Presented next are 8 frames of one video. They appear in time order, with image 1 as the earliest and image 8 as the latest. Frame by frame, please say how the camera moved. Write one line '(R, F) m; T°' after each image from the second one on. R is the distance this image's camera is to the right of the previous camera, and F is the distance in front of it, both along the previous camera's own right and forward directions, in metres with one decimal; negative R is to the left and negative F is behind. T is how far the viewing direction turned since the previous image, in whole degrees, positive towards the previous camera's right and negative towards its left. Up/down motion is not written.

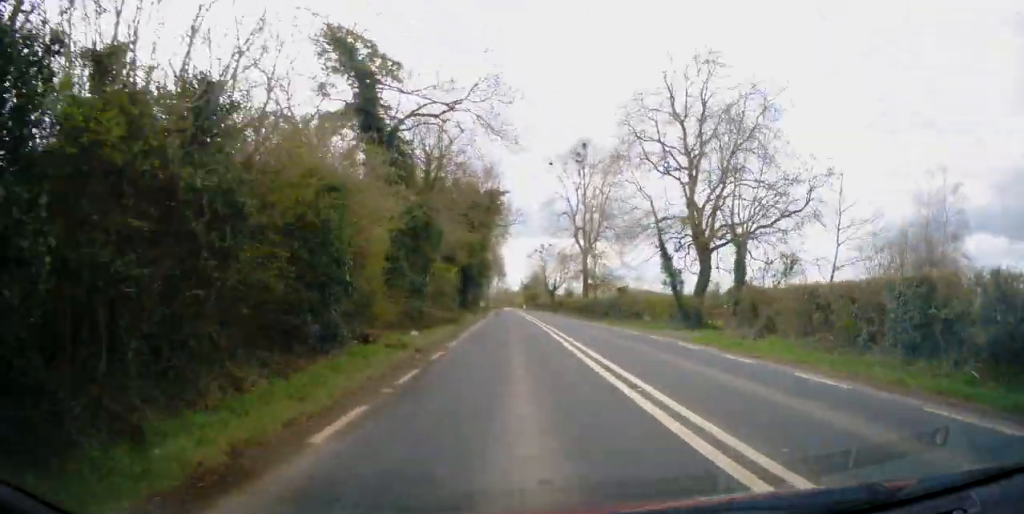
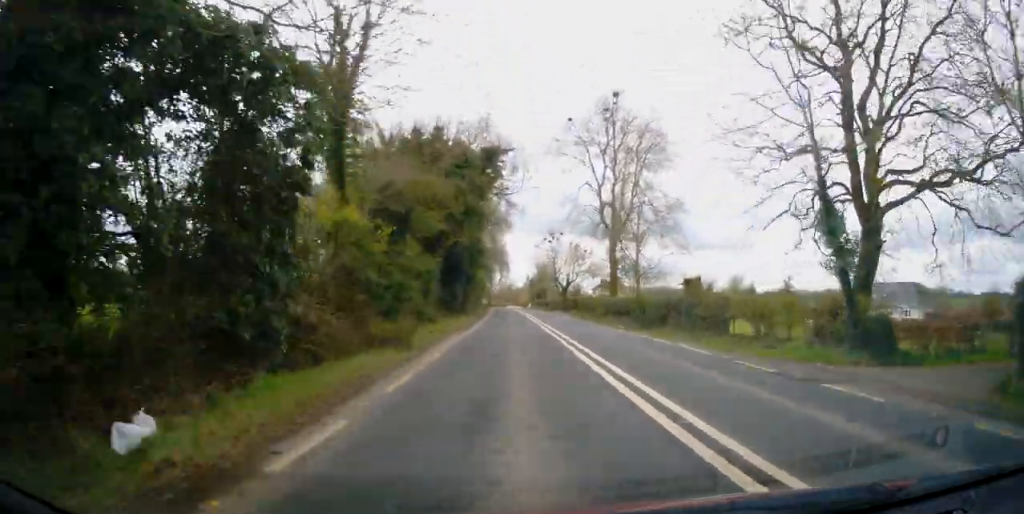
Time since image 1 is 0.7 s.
(-0.1, +17.4) m; 0°
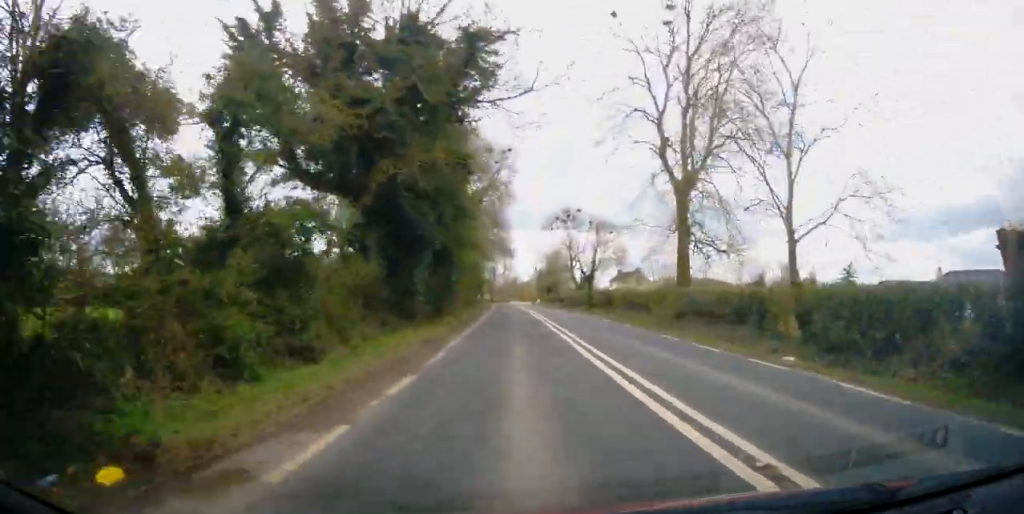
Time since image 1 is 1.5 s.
(0.0, +20.9) m; 0°
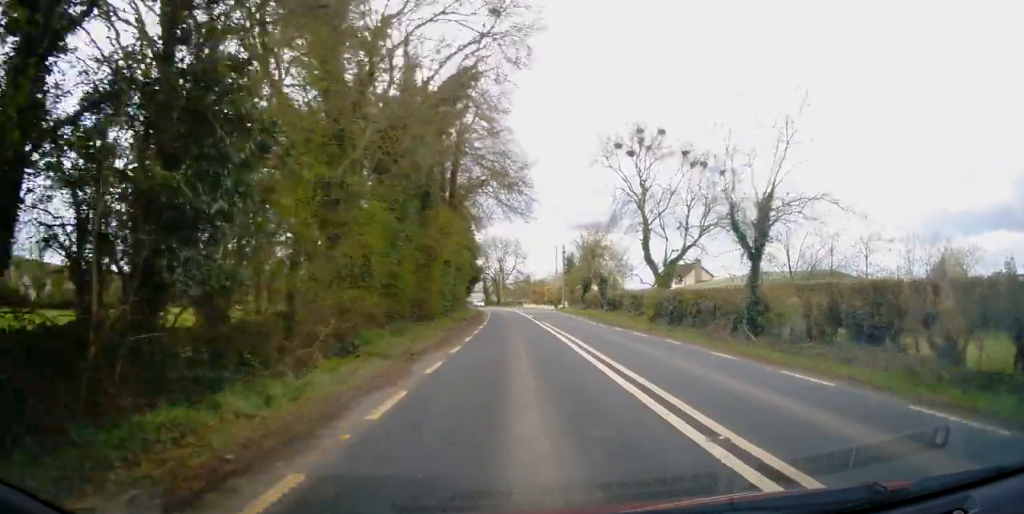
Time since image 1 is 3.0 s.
(0.0, +39.0) m; -1°
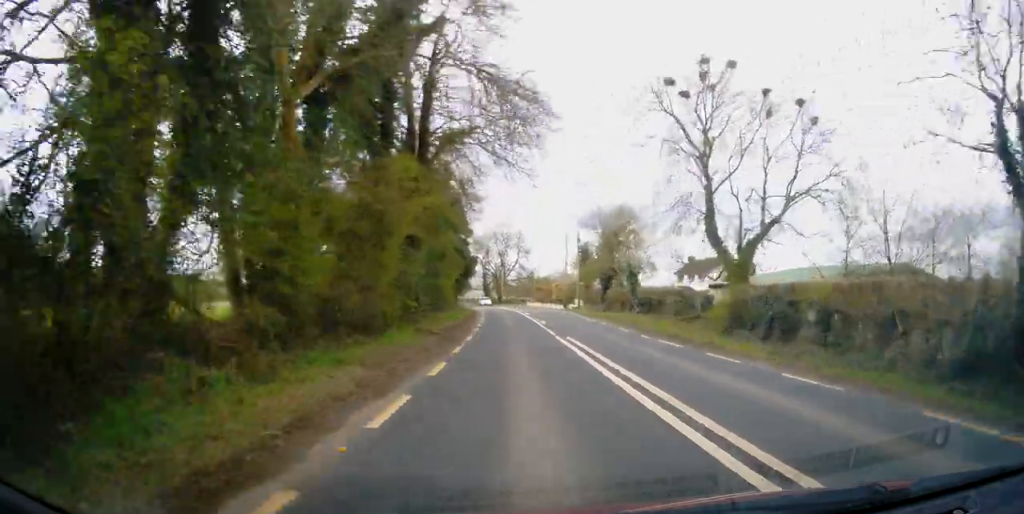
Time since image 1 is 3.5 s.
(-0.3, +12.9) m; -1°
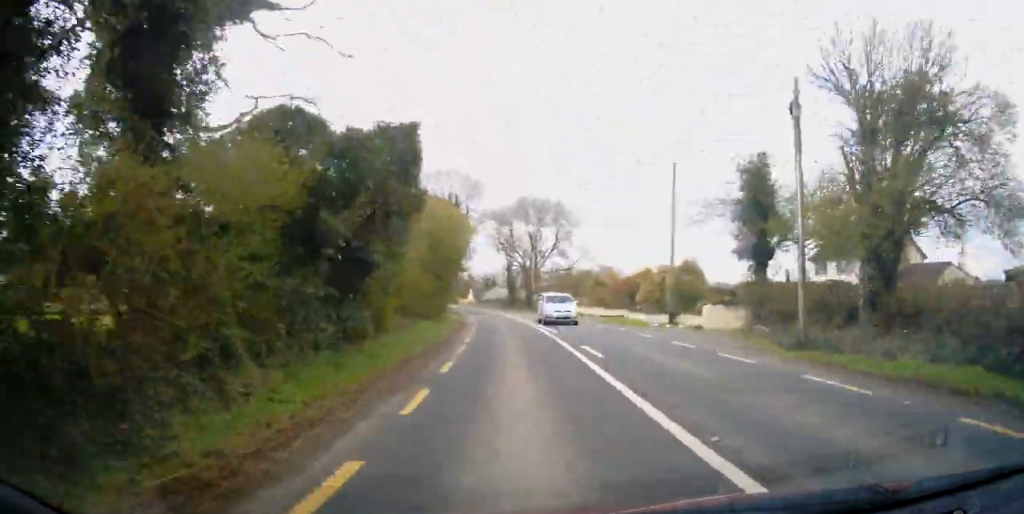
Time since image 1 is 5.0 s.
(-0.6, +39.9) m; -2°
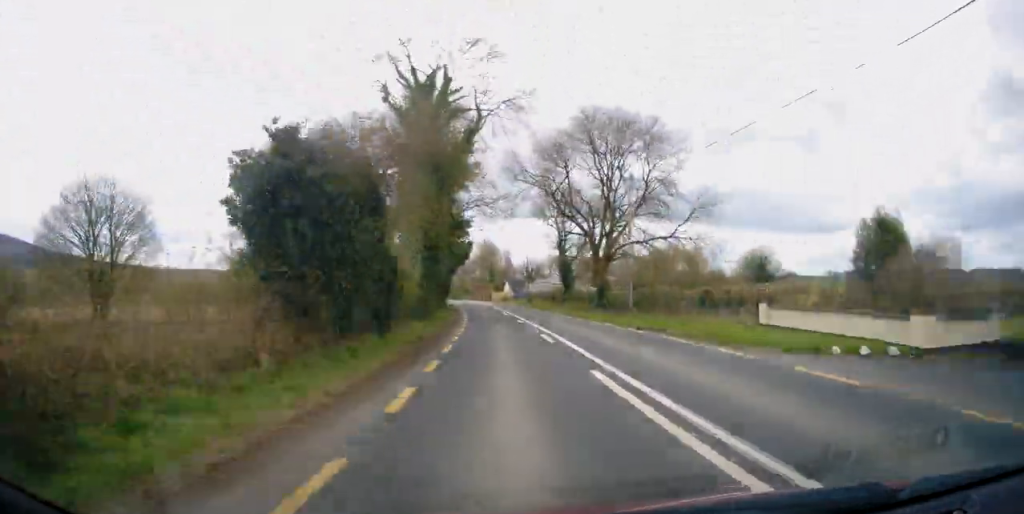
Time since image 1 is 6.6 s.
(-1.0, +39.5) m; -4°
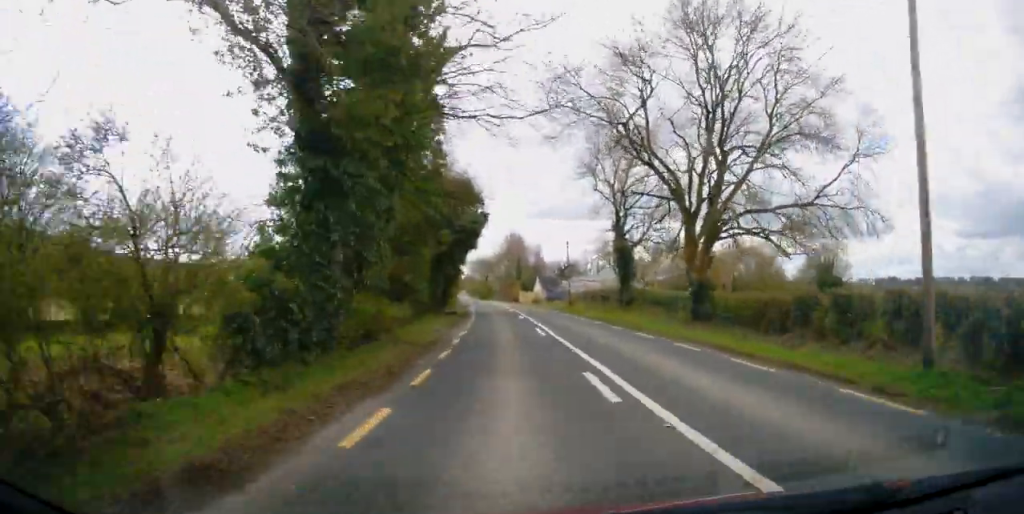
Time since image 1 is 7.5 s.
(-0.6, +21.0) m; -3°
